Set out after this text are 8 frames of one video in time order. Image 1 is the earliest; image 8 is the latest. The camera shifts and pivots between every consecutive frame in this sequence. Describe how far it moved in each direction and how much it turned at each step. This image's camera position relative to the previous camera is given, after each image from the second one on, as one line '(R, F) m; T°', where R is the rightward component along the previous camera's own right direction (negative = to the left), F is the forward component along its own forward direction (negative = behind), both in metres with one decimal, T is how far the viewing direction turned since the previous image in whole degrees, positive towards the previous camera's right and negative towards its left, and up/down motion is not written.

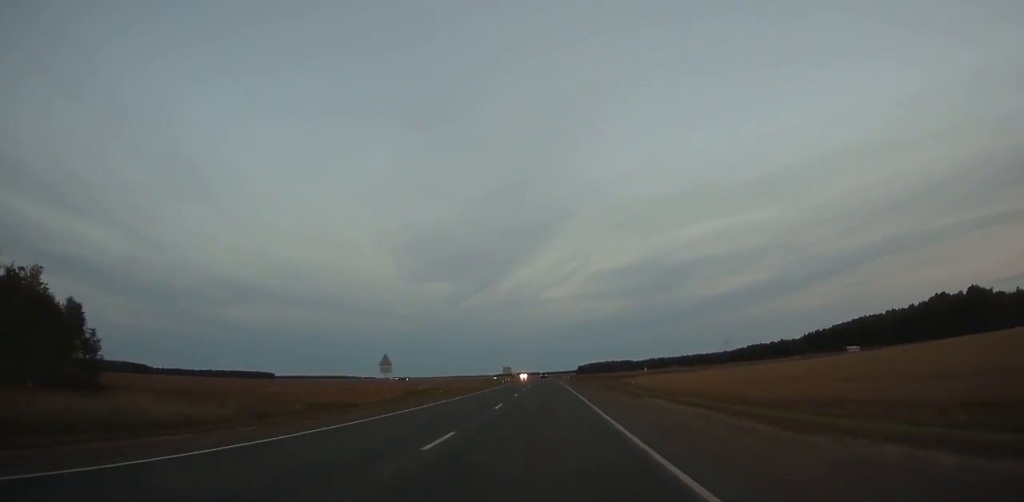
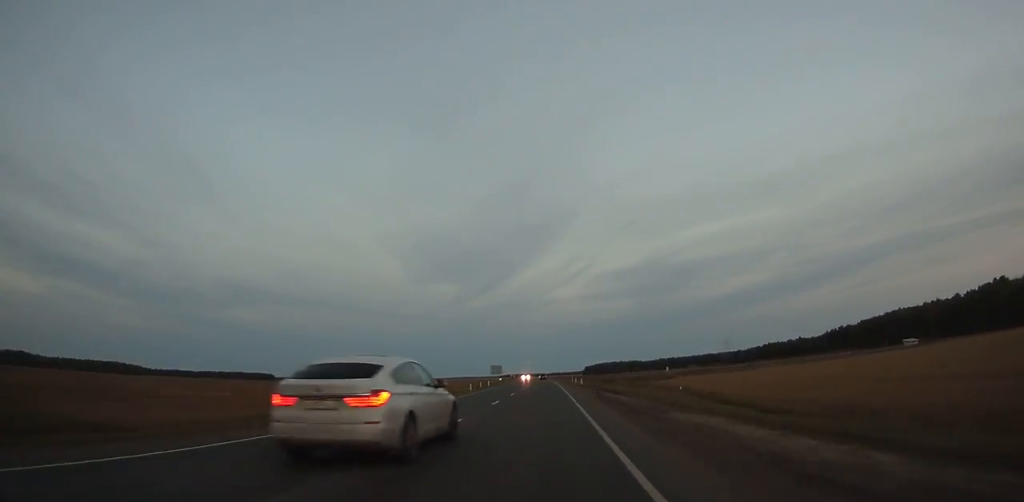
(-0.3, +44.7) m; -1°
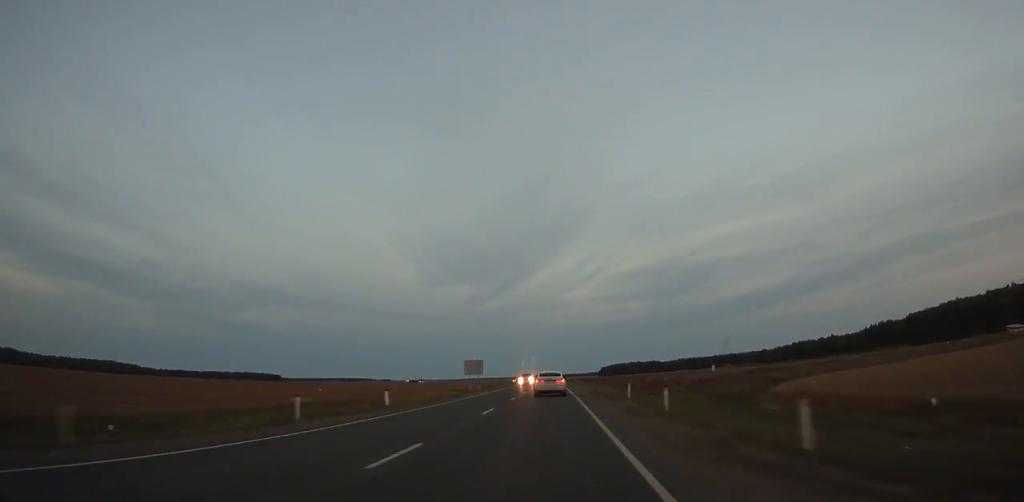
(-0.5, +56.6) m; -1°
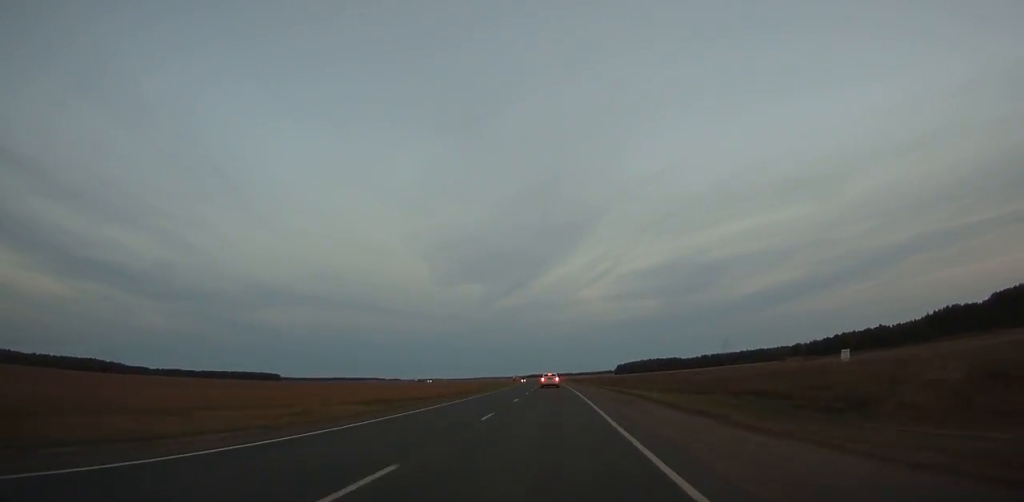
(-1.0, +85.4) m; -1°
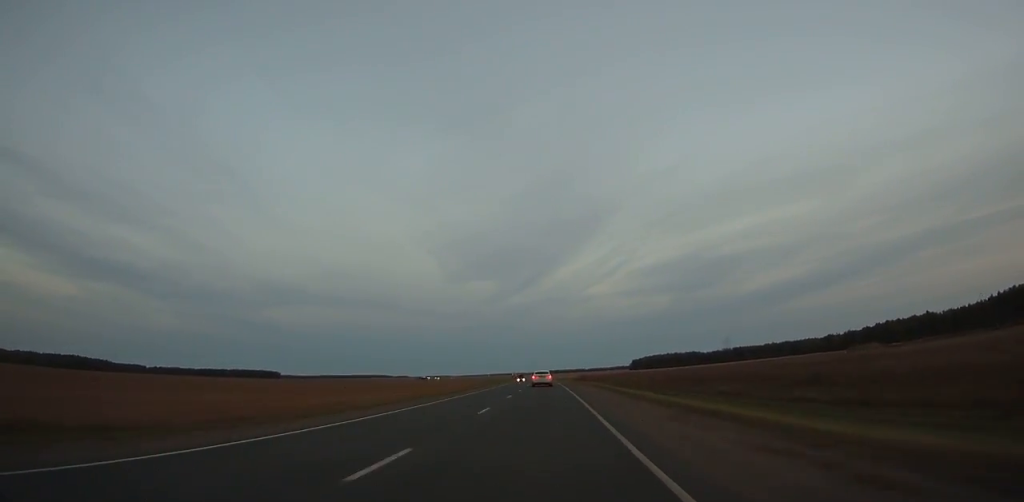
(-0.5, +66.5) m; -1°
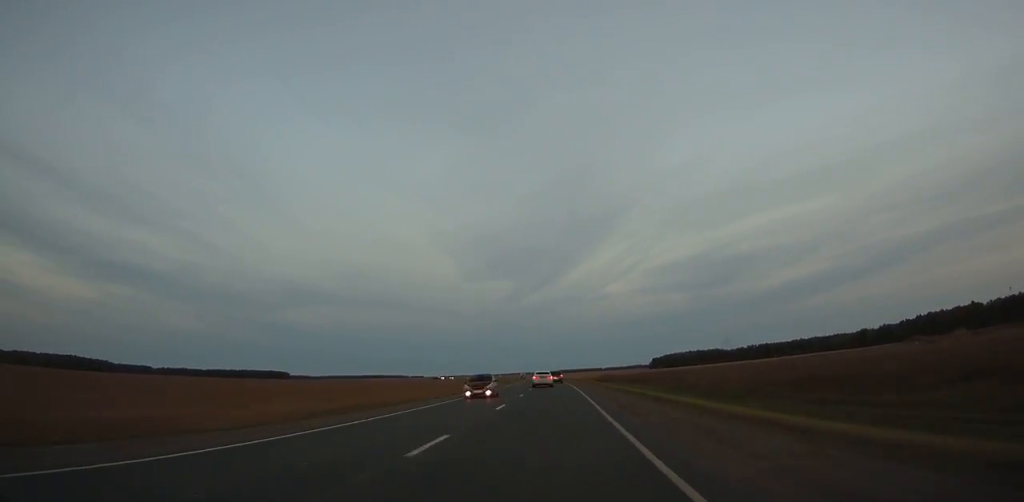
(-0.3, +47.1) m; -1°
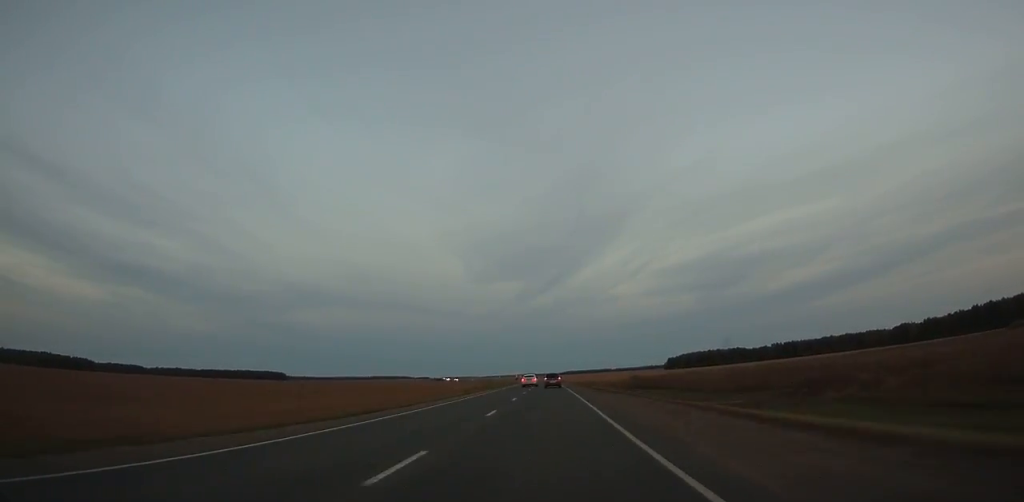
(-1.2, +77.1) m; -2°
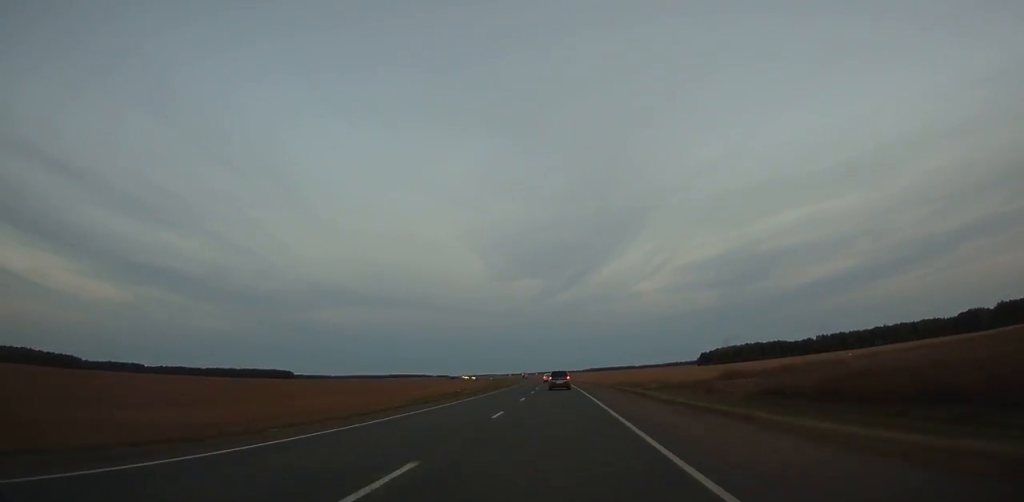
(-1.0, +84.5) m; -1°
